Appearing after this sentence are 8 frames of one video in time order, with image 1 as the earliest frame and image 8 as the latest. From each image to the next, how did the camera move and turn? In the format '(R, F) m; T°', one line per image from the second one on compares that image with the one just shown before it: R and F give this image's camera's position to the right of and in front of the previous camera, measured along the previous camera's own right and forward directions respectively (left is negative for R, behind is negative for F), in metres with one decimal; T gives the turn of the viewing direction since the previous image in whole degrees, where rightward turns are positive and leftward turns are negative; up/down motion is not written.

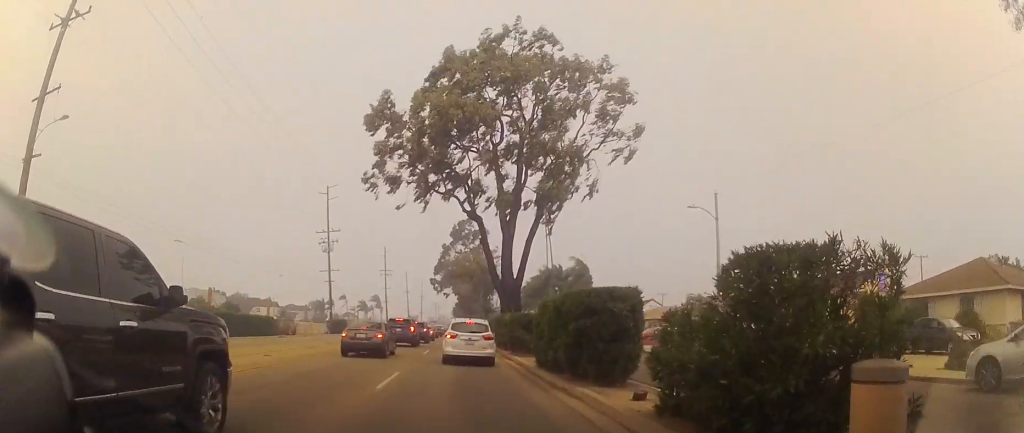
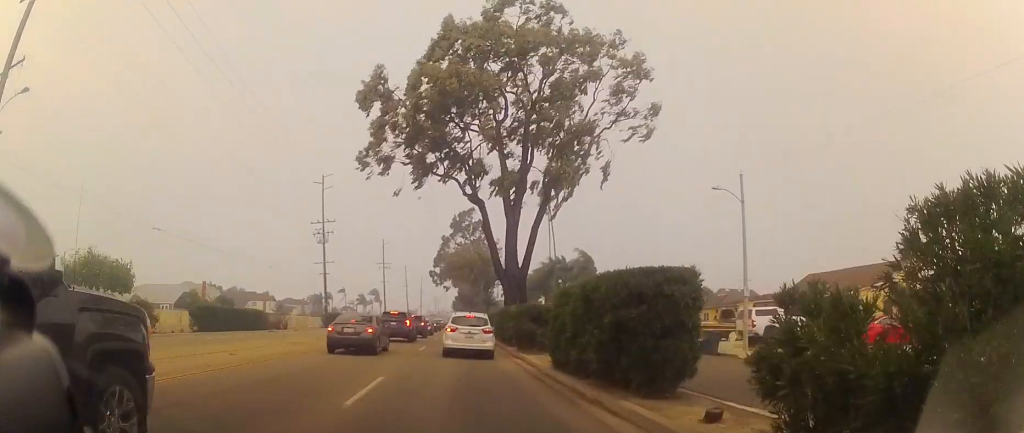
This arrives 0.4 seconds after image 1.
(0.0, +2.7) m; 0°
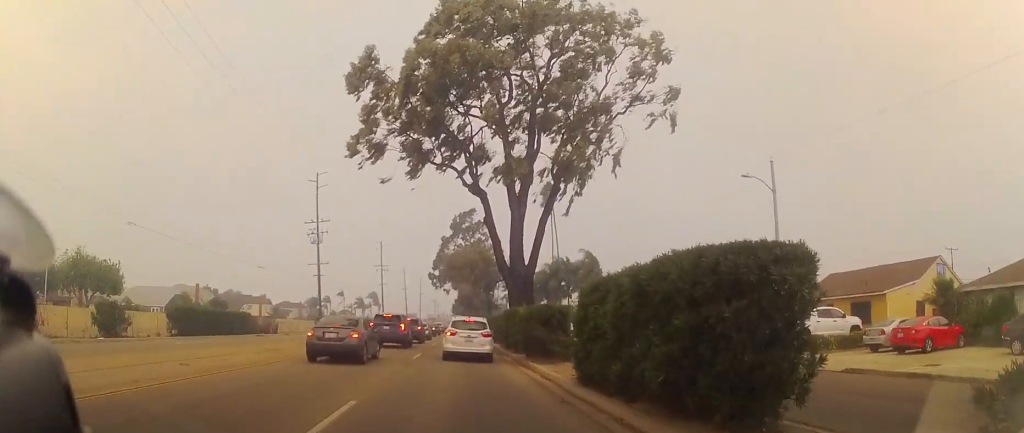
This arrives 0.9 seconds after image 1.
(0.0, +2.9) m; 0°
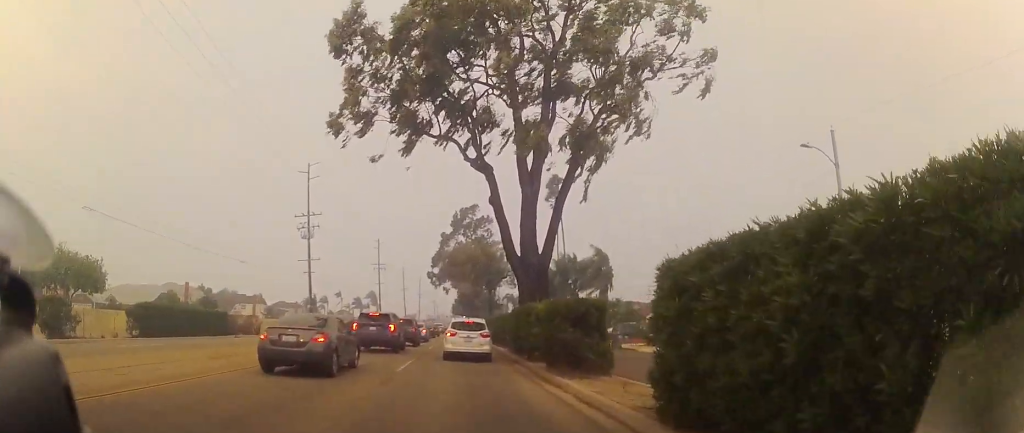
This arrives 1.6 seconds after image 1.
(0.0, +4.4) m; 0°
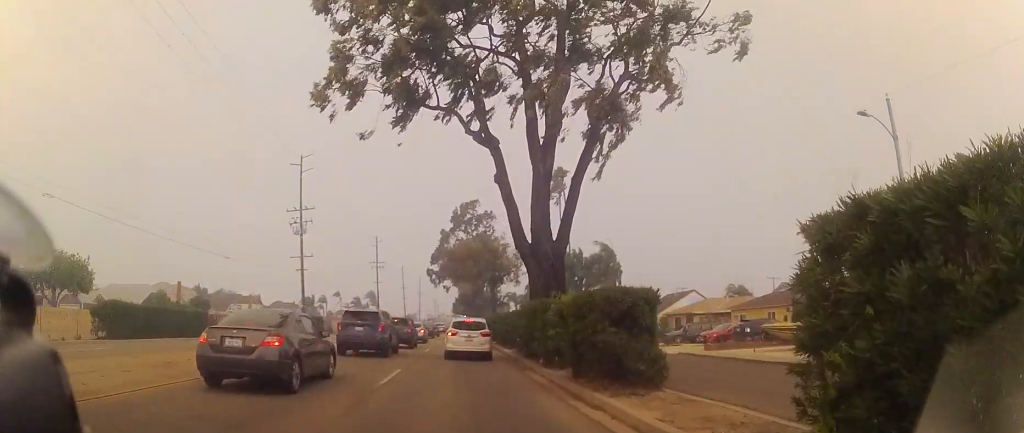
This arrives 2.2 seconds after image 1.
(0.0, +3.3) m; +2°
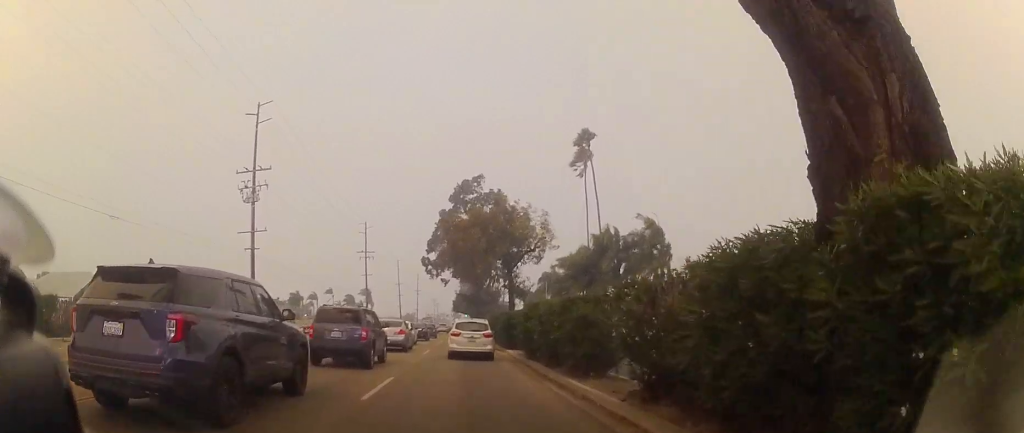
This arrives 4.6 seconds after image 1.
(+0.3, +16.3) m; -2°
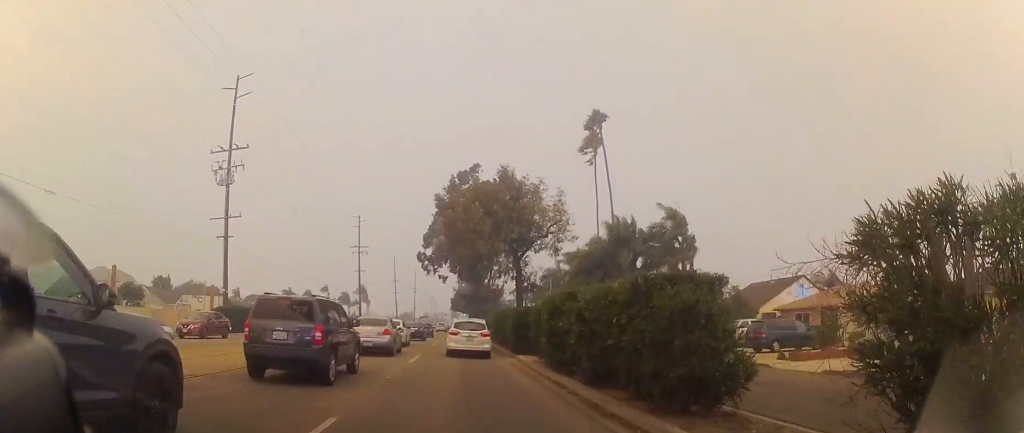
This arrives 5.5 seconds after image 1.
(0.0, +6.0) m; 0°
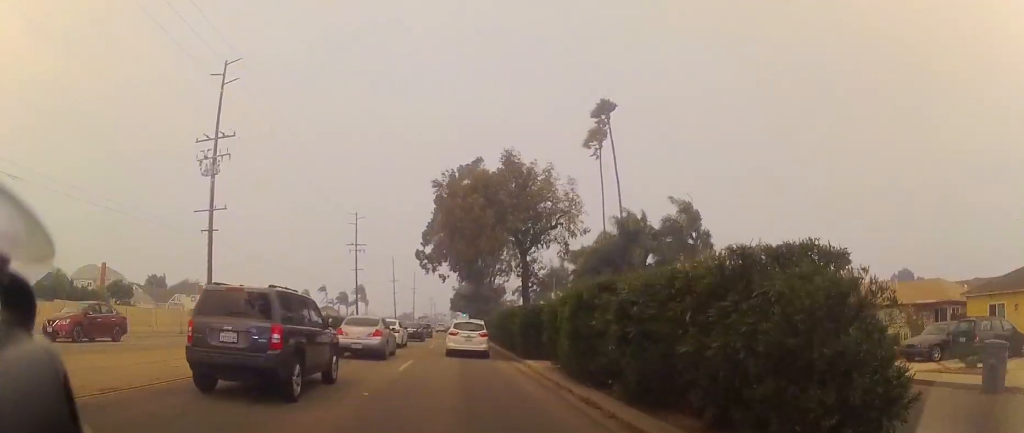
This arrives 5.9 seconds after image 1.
(0.0, +3.0) m; 0°
